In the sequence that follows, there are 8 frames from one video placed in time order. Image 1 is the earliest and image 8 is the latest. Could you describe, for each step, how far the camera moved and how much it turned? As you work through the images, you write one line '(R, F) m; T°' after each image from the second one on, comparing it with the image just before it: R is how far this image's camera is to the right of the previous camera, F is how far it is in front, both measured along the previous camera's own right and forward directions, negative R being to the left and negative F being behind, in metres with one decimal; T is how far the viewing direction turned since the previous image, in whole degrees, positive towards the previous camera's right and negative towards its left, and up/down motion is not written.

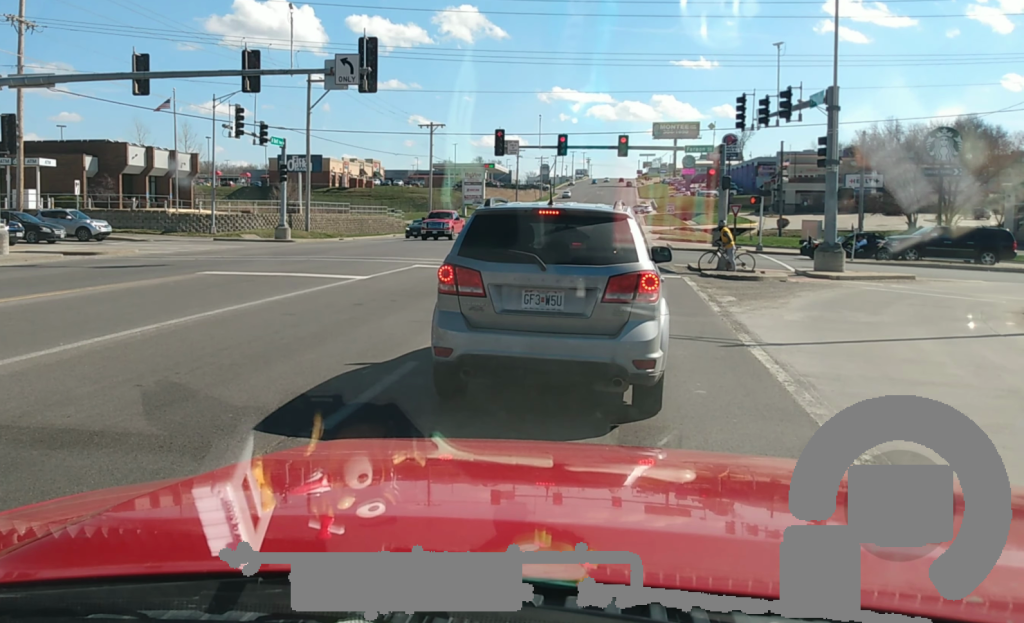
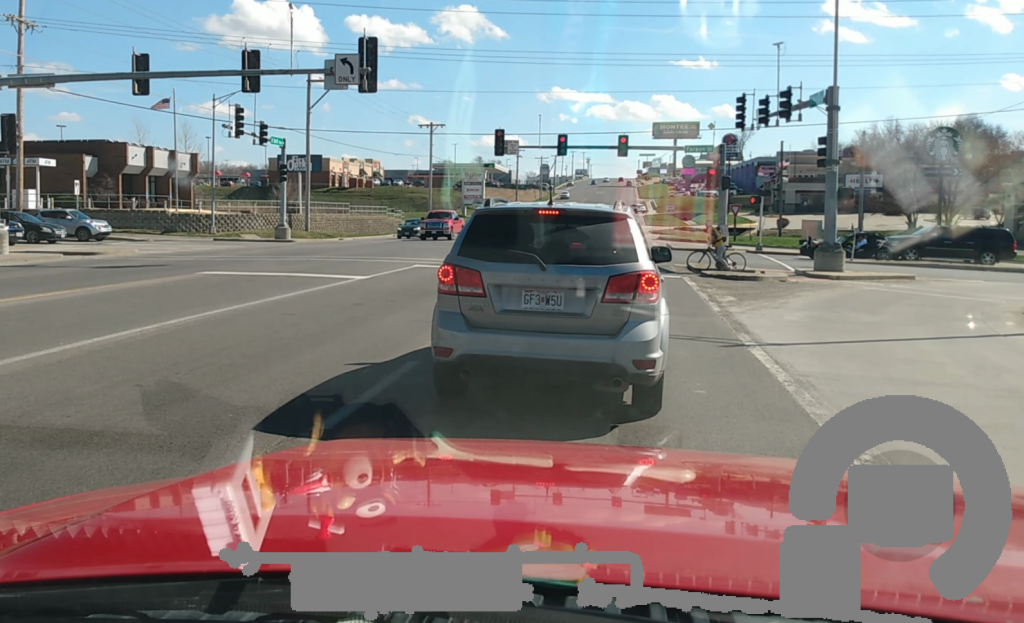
(0.0, -0.1) m; 0°
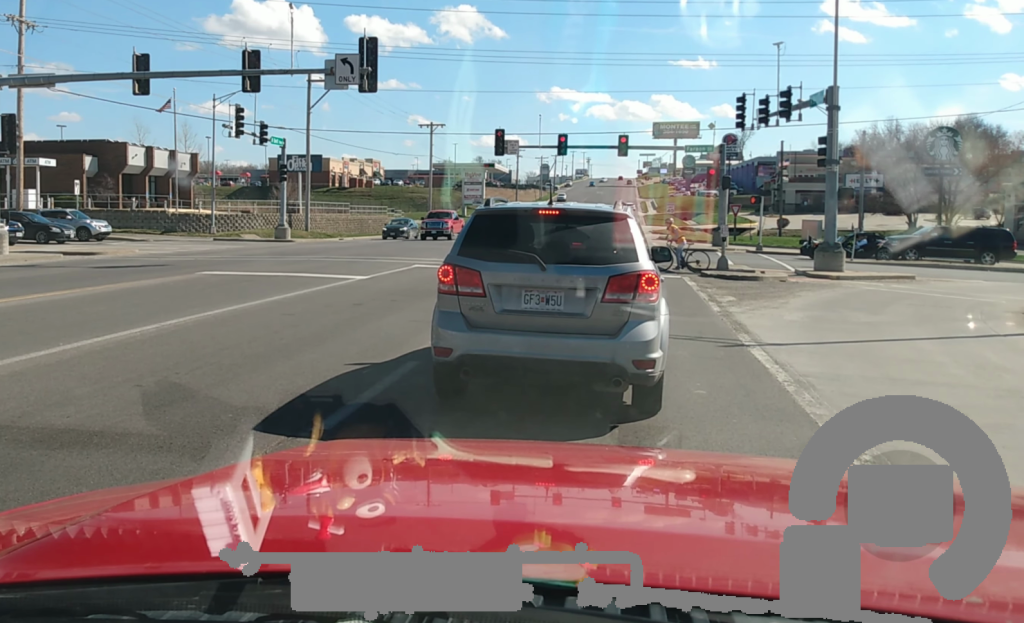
(+0.1, -0.2) m; 0°
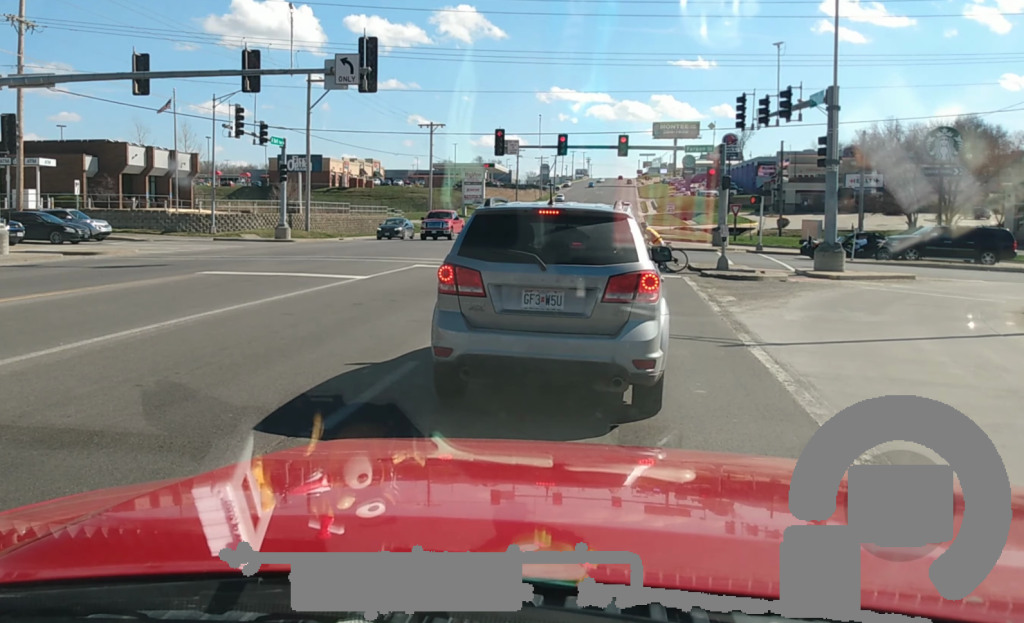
(0.0, +0.1) m; 0°
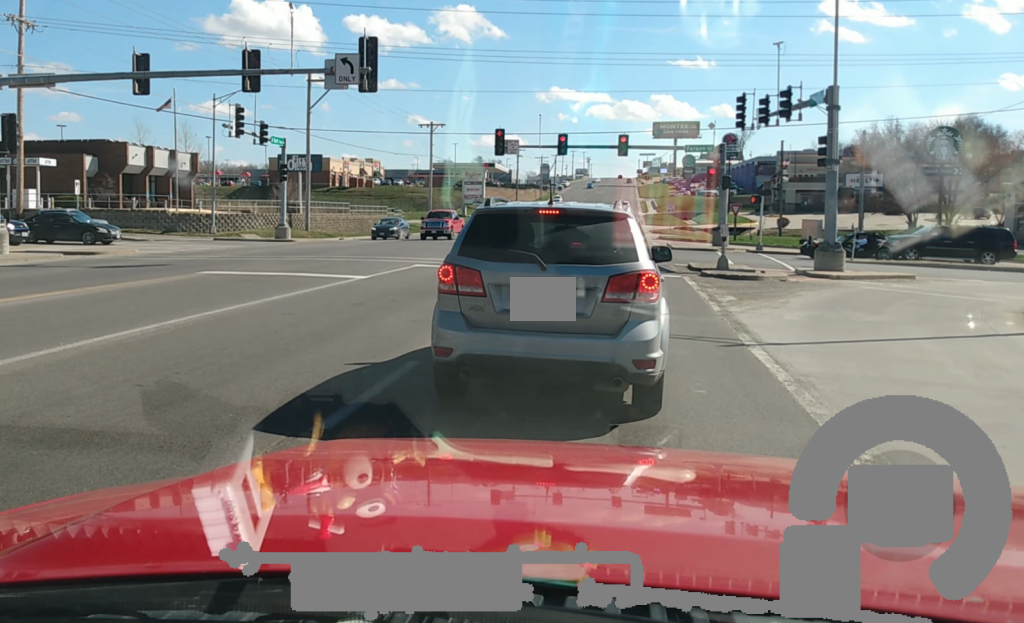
(0.0, +0.1) m; 0°
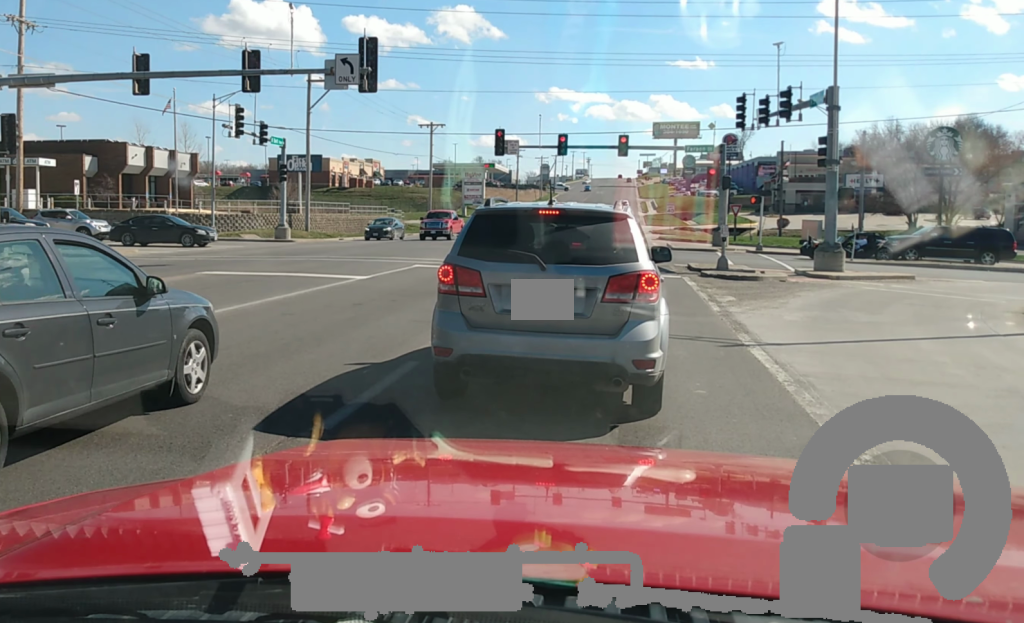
(+0.1, 0.0) m; 0°
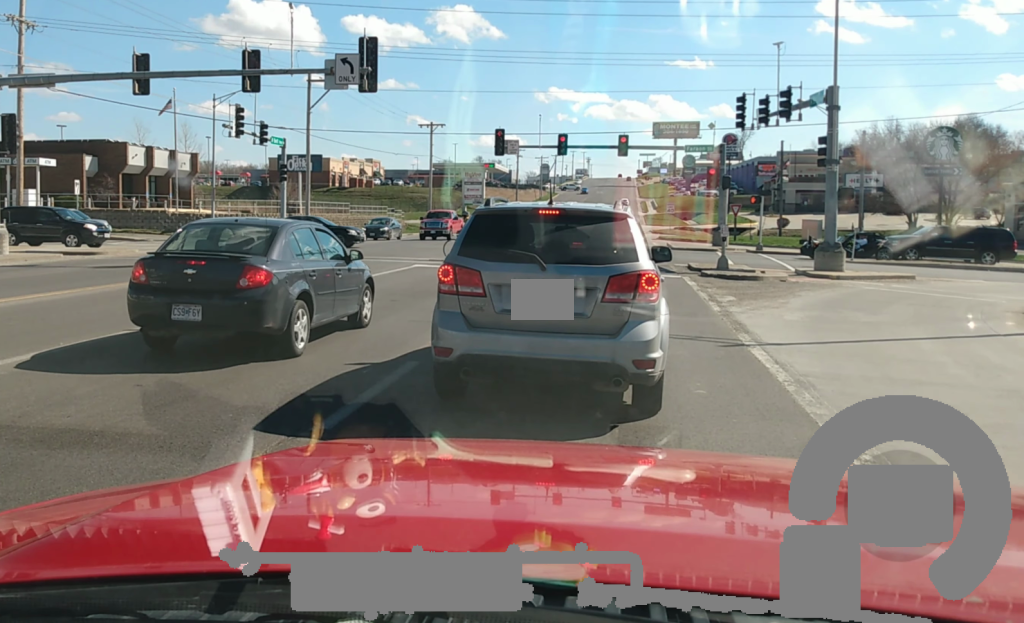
(+0.2, -0.1) m; 0°
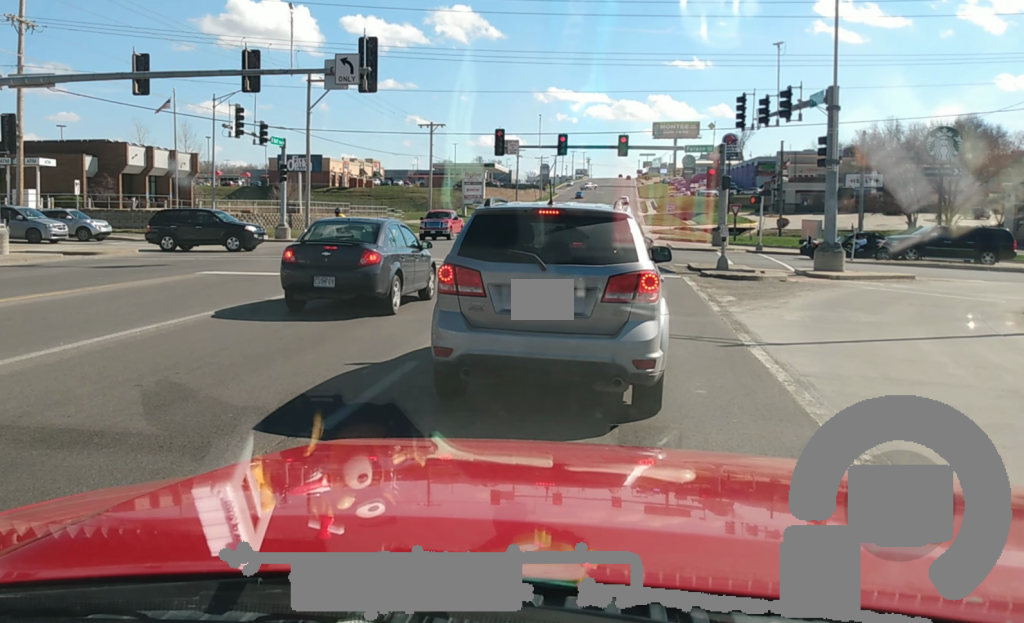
(+0.2, -0.1) m; 0°
